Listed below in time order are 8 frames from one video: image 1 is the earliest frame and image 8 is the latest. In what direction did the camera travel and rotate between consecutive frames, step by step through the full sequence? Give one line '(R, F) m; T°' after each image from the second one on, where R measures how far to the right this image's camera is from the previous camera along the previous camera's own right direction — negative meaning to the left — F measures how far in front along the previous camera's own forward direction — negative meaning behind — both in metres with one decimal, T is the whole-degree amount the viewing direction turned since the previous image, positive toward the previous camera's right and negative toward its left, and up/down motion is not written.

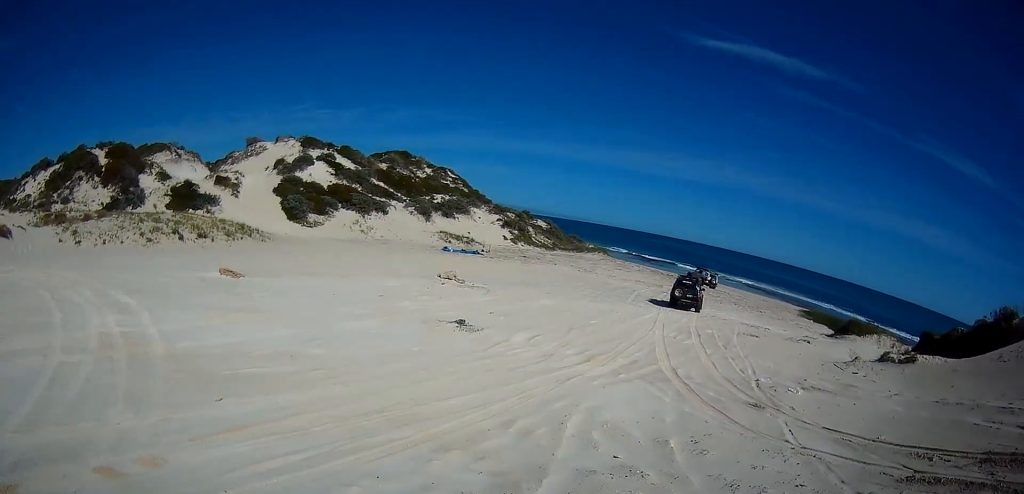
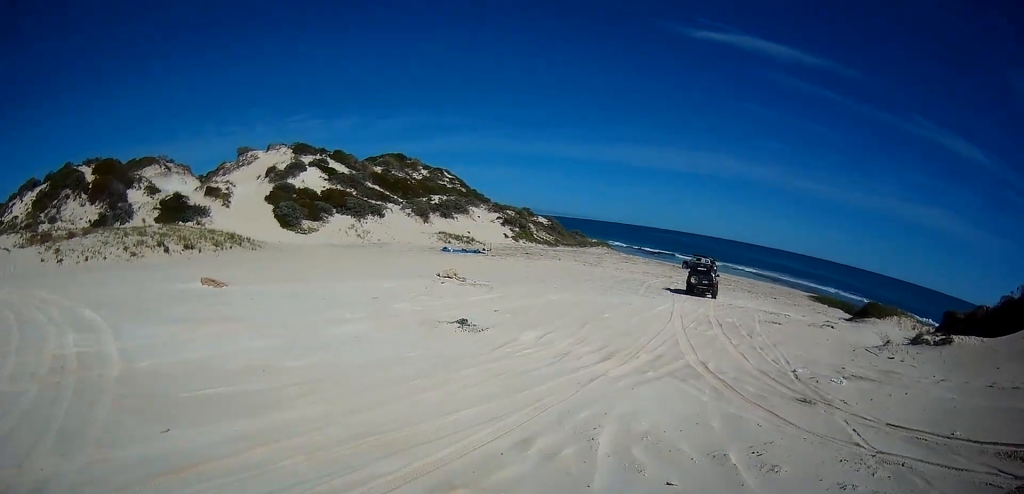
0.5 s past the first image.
(0.0, +1.7) m; 0°
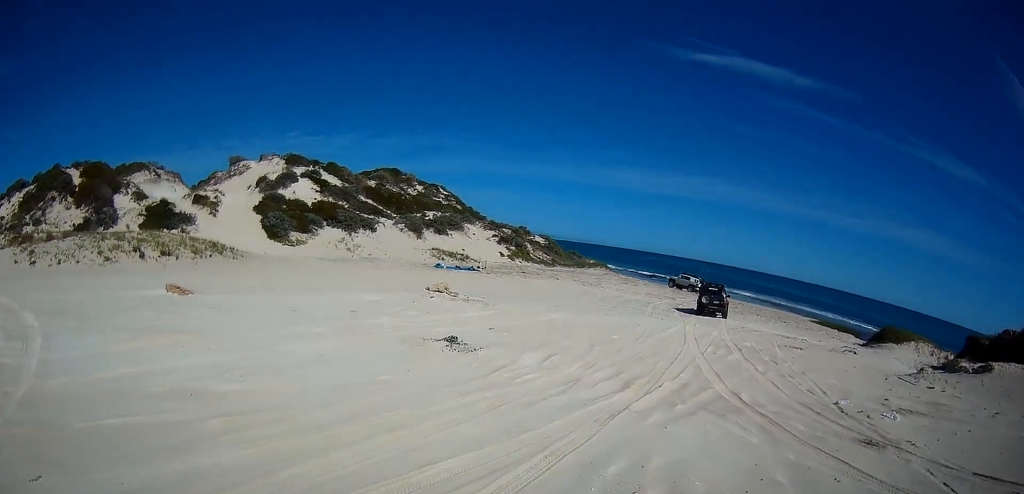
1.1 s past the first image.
(0.0, +2.4) m; 0°
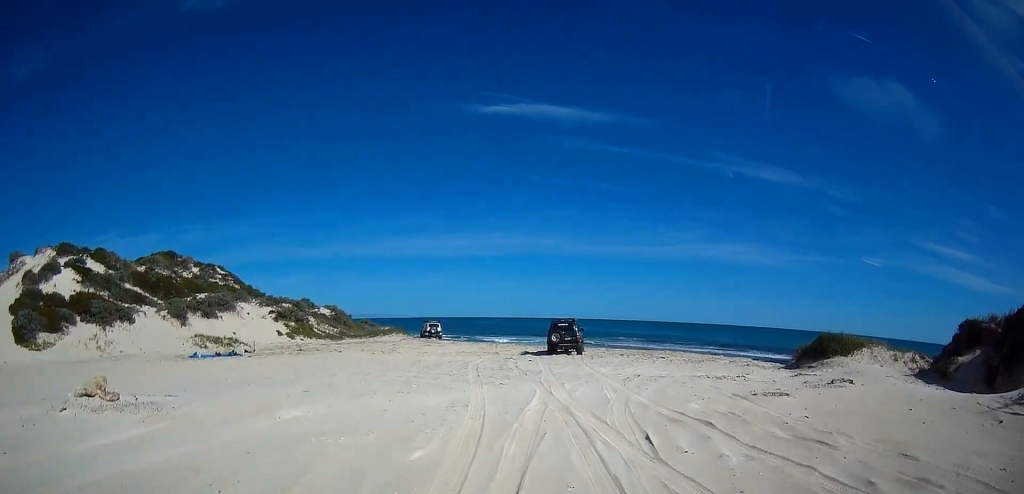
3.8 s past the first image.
(+1.6, +12.1) m; +20°
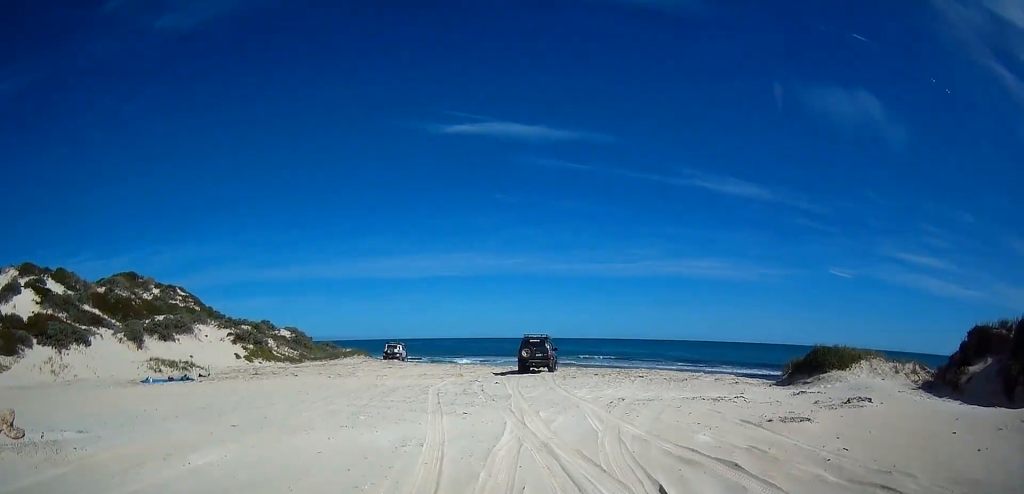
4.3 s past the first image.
(+0.1, +2.6) m; +5°
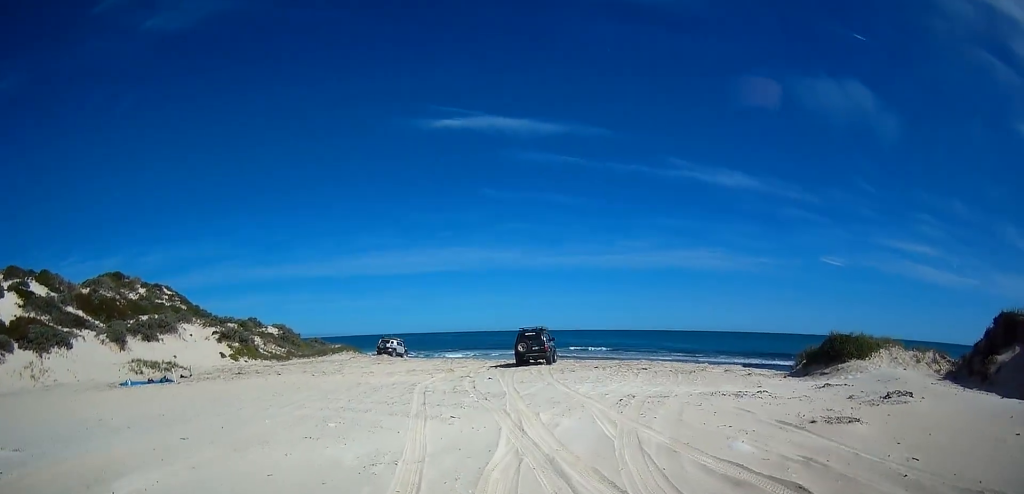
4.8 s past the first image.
(+0.1, +2.0) m; -1°
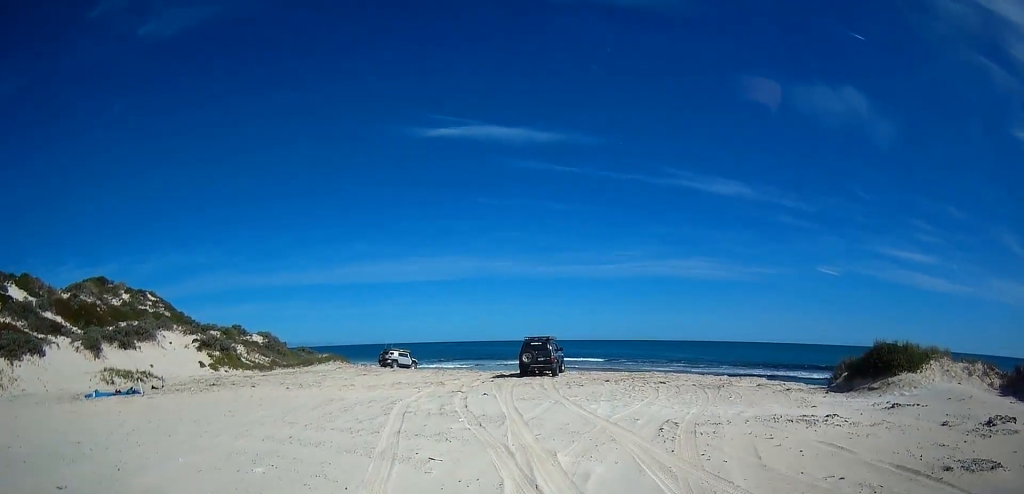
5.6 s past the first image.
(+0.1, +3.5) m; -3°
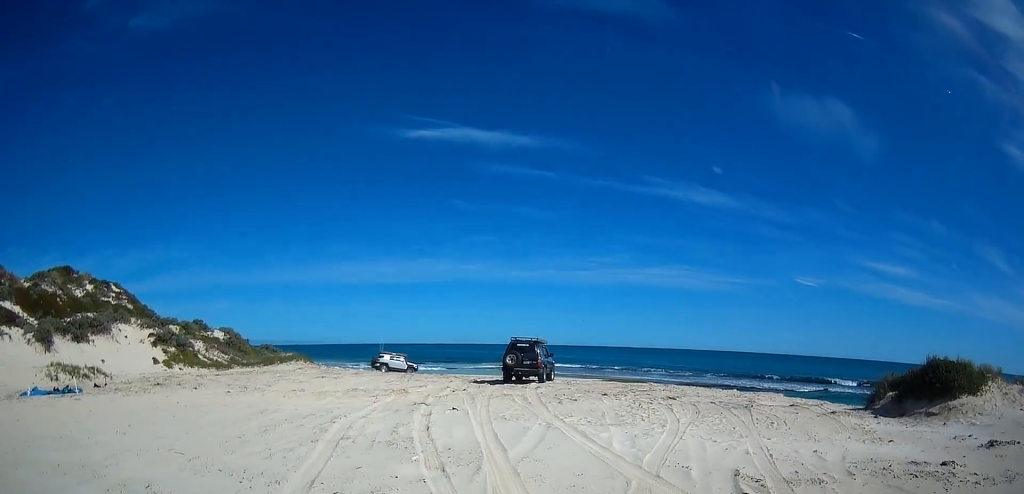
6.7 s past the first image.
(-0.3, +4.2) m; +2°
